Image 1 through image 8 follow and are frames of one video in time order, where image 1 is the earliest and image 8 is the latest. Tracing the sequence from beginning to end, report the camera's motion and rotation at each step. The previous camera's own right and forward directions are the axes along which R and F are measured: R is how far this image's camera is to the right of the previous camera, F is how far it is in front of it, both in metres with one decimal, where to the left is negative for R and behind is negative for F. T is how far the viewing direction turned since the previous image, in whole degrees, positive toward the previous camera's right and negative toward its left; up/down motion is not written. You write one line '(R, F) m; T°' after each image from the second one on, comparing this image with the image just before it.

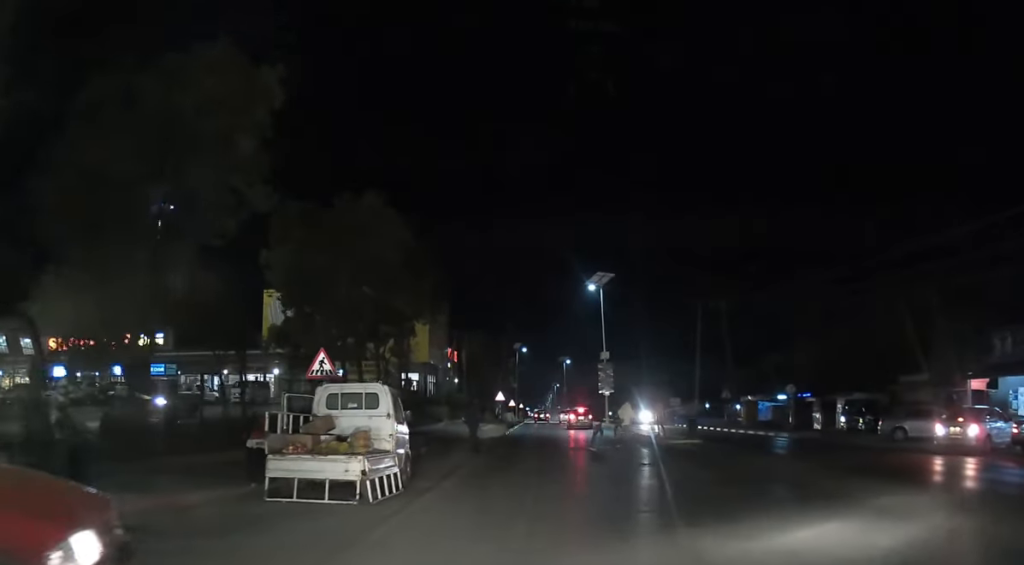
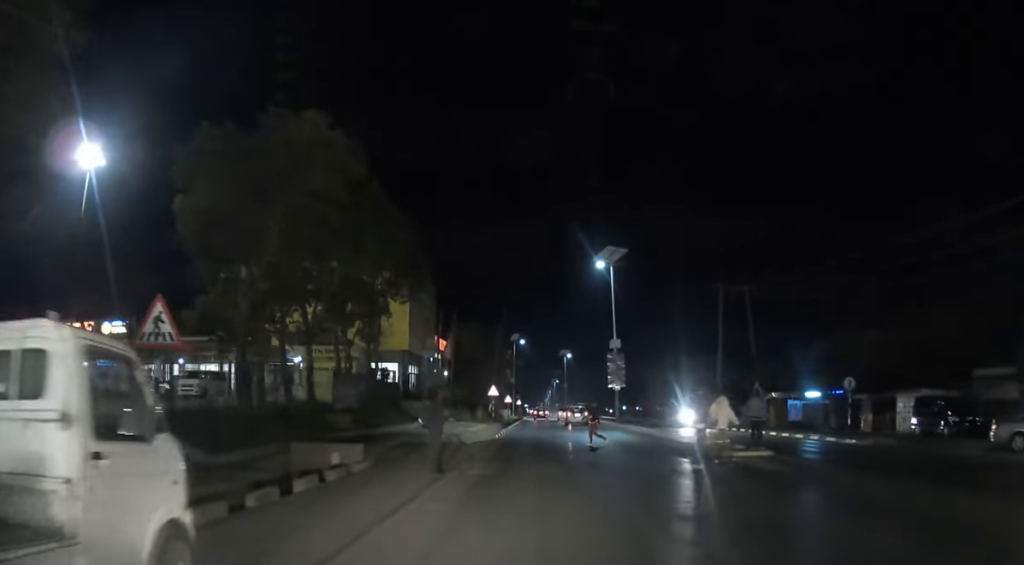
(+0.1, +8.0) m; -1°
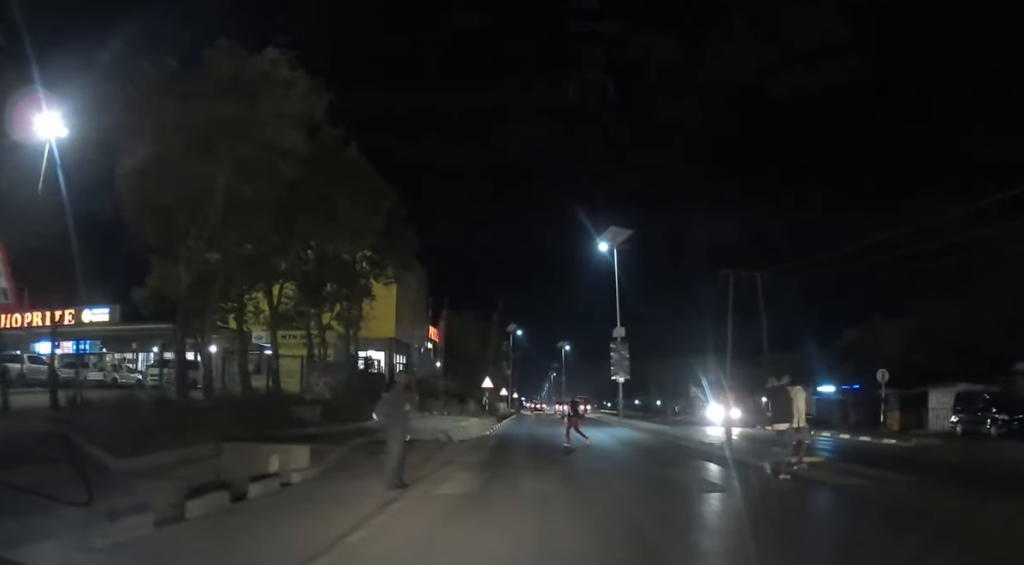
(0.0, +3.6) m; -1°
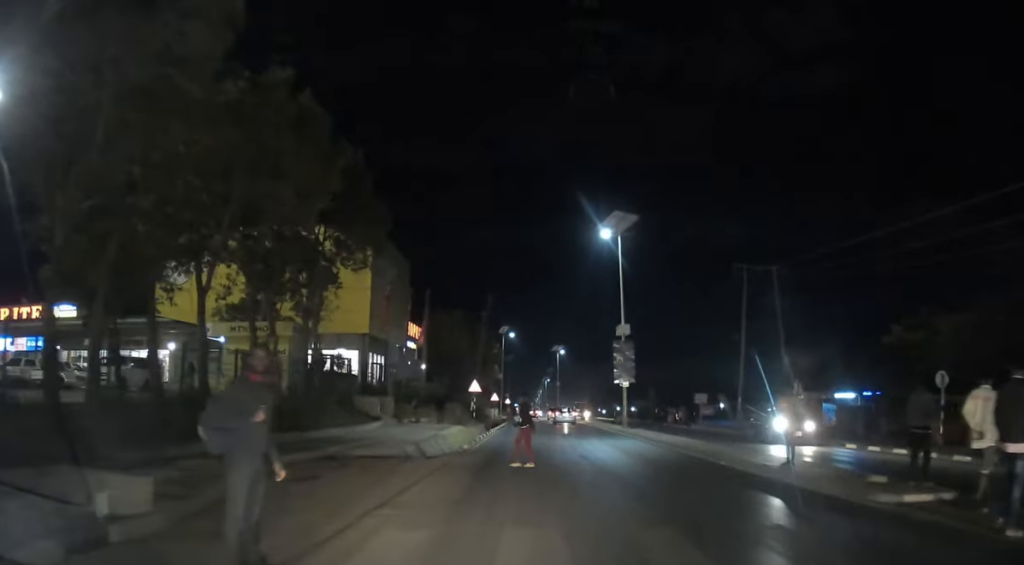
(-0.2, +5.6) m; 0°
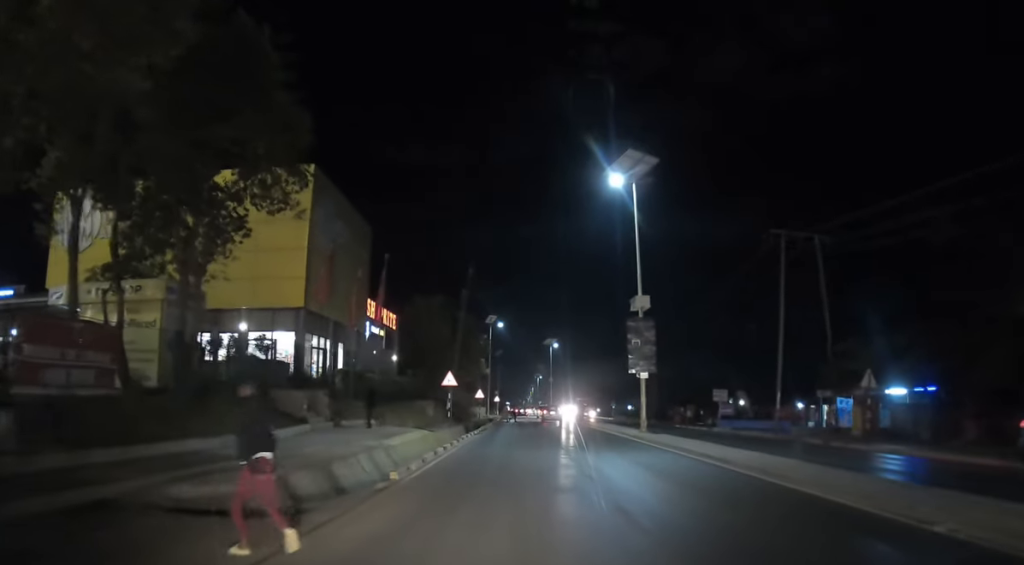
(+0.1, +10.0) m; 0°
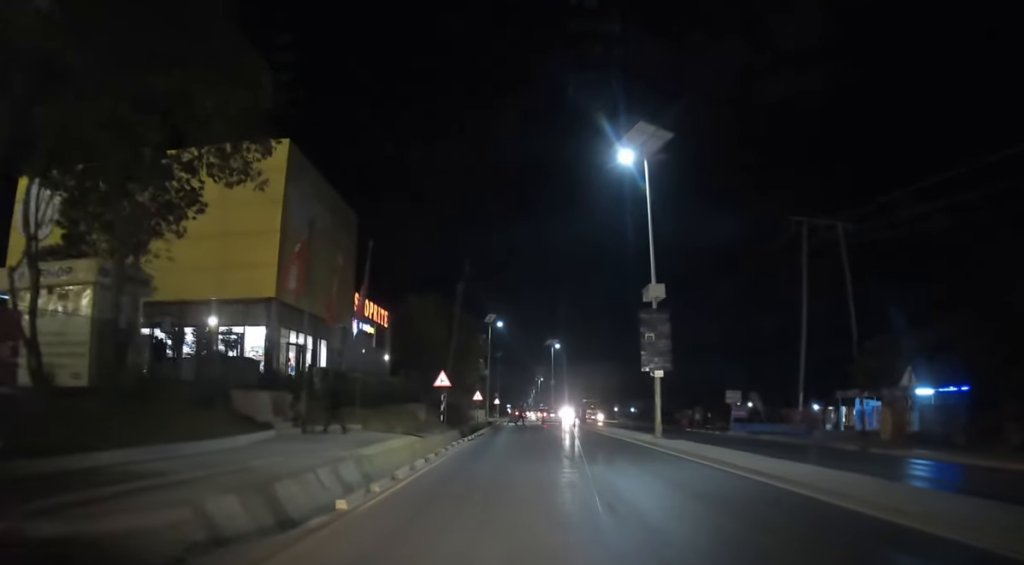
(-0.1, +3.4) m; 0°
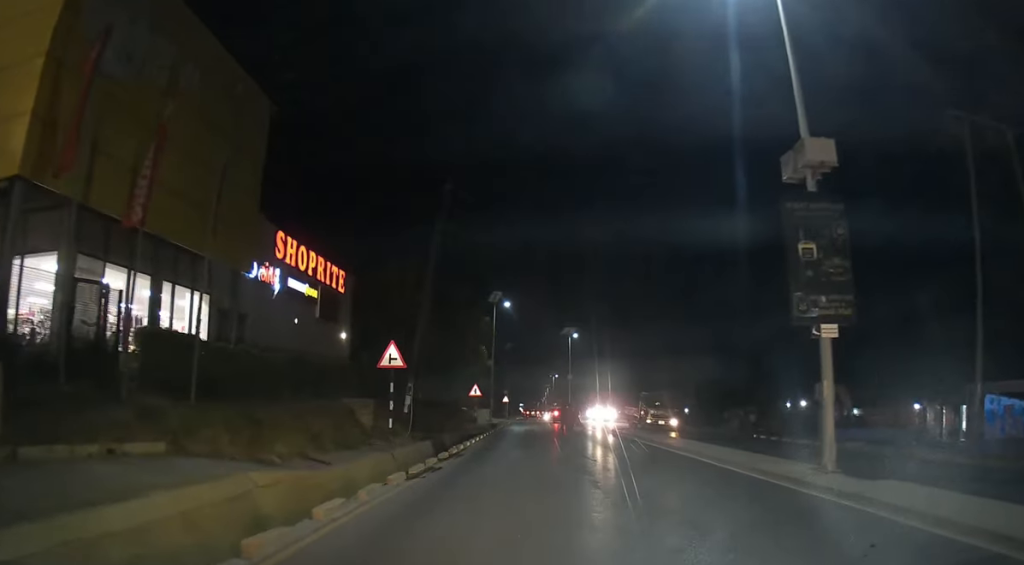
(+0.1, +14.7) m; +1°
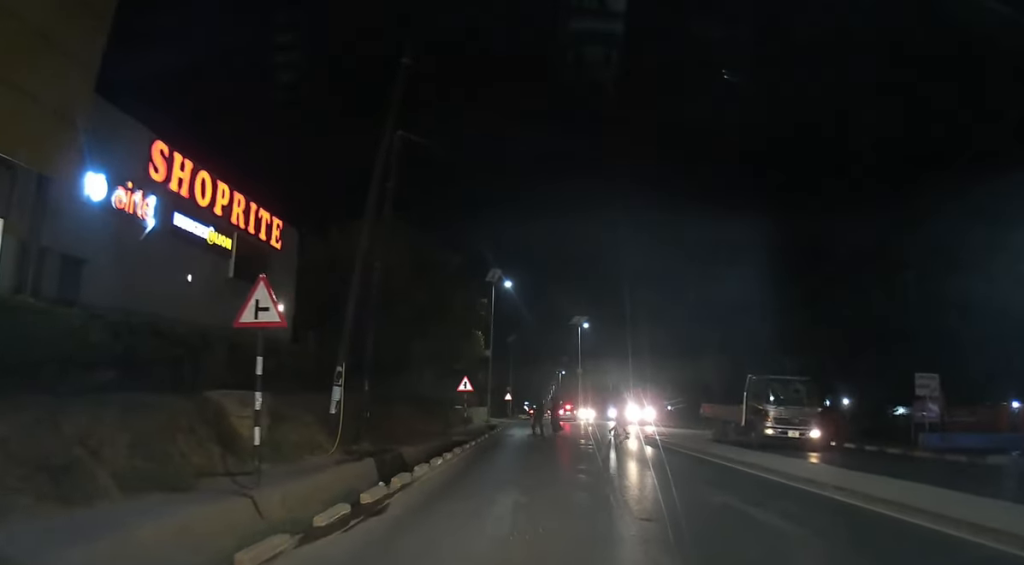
(0.0, +10.5) m; -1°
